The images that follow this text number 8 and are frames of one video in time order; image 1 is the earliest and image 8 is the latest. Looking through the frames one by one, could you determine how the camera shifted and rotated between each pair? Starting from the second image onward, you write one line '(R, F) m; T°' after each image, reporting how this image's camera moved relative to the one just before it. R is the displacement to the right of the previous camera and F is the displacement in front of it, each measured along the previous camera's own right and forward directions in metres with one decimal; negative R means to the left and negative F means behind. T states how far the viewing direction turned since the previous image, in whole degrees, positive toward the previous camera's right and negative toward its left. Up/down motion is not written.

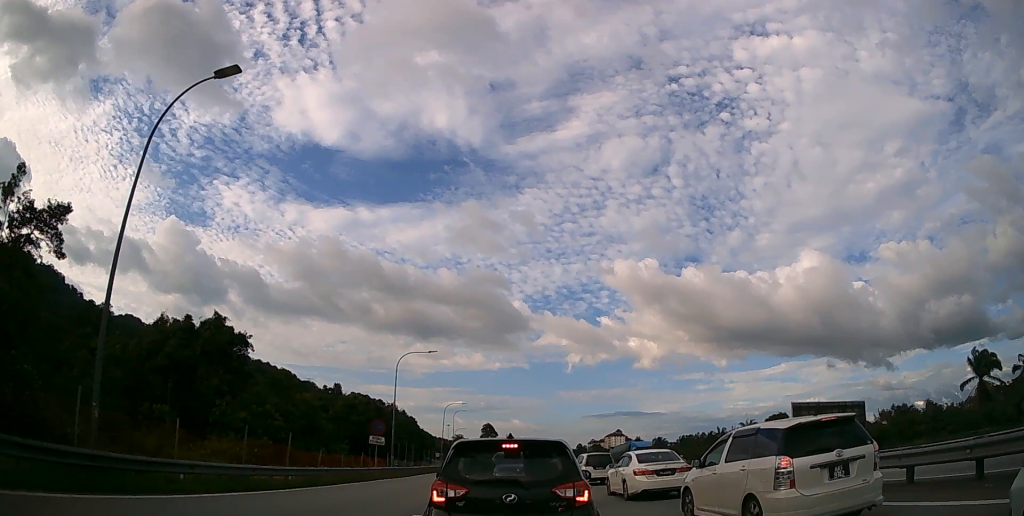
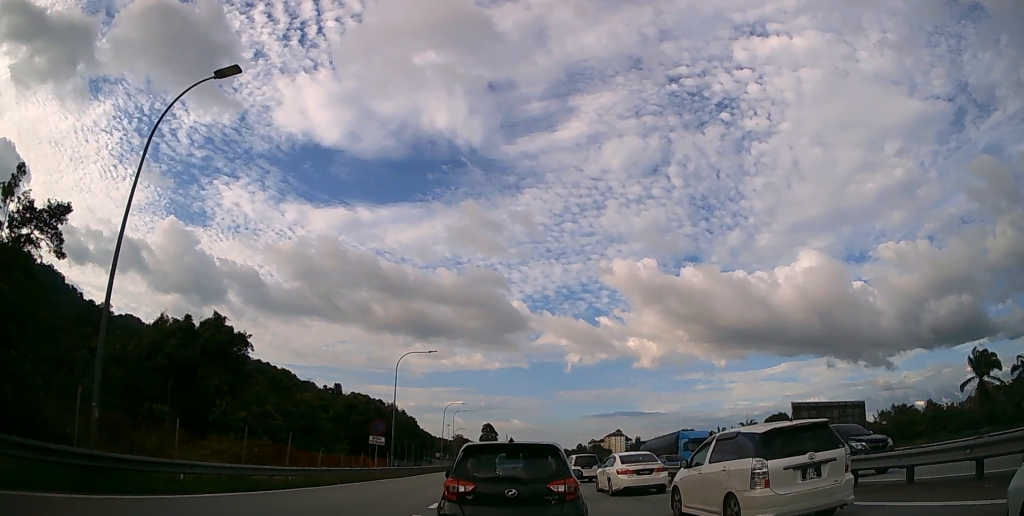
(0.0, 0.0) m; 0°
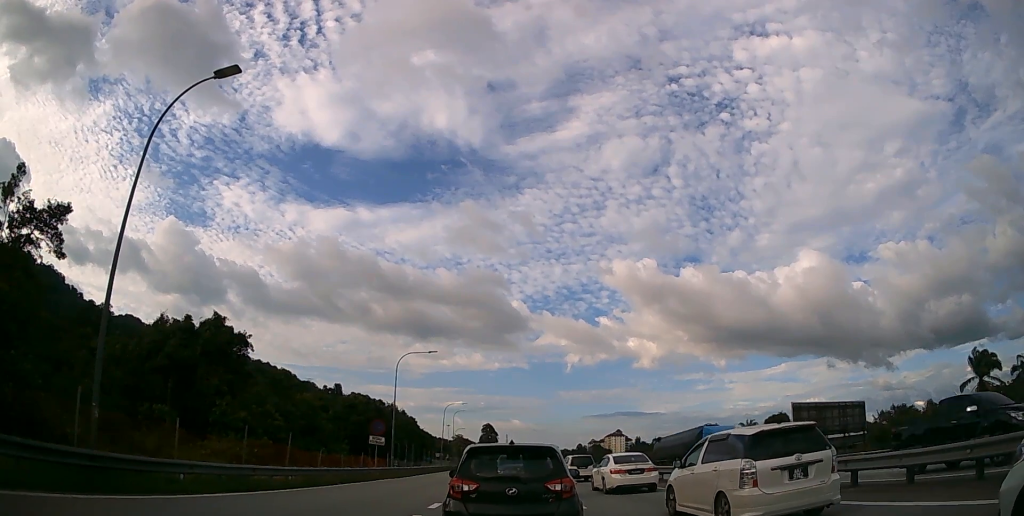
(0.0, 0.0) m; 0°
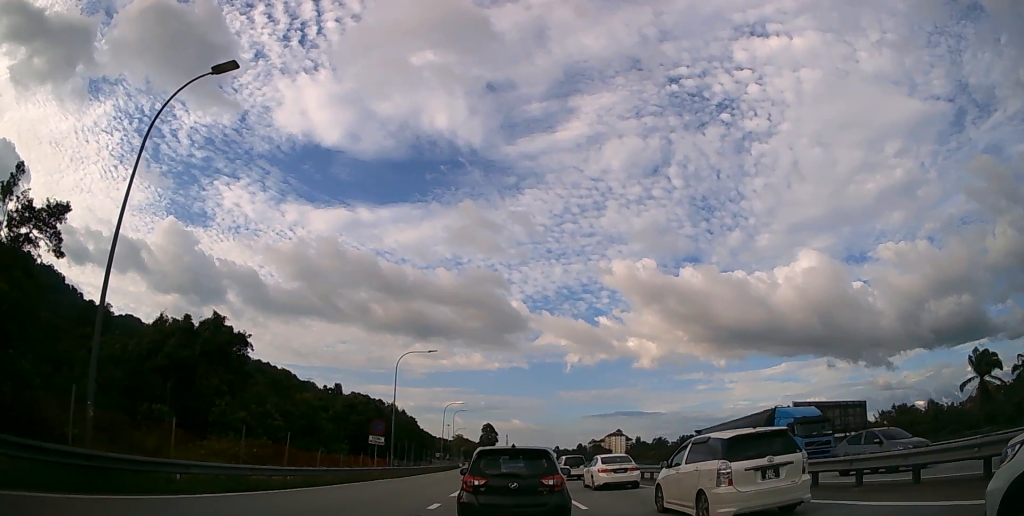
(0.0, 0.0) m; 0°
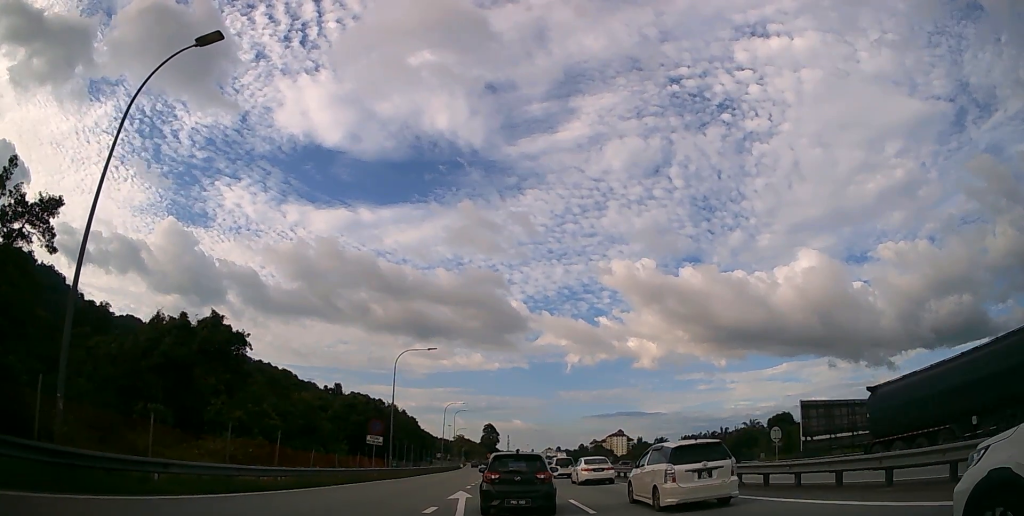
(0.0, +0.4) m; 0°
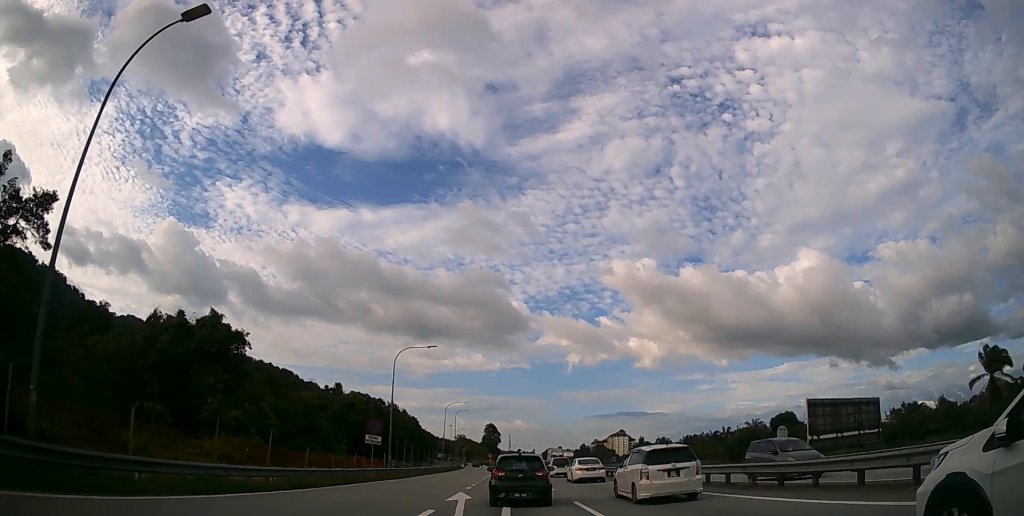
(0.0, +0.5) m; 0°
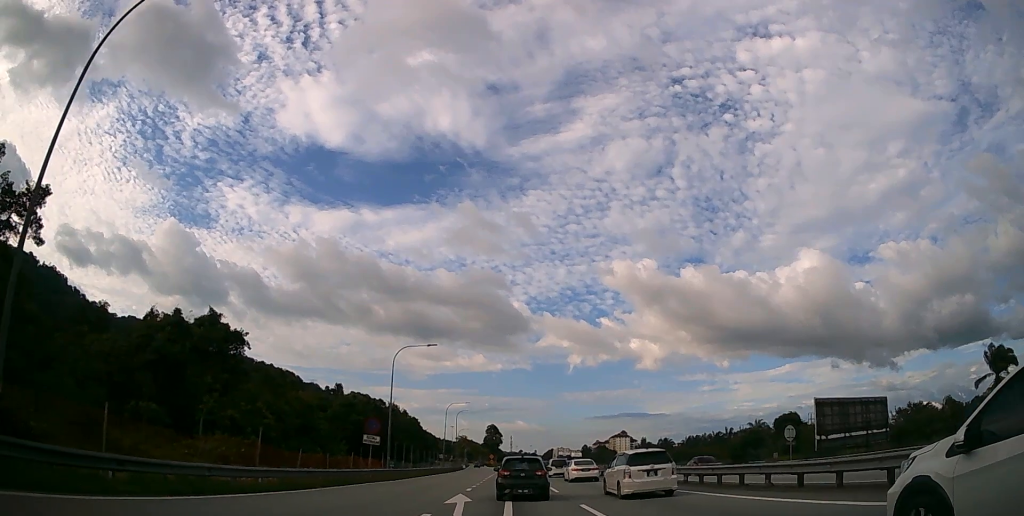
(0.0, +0.7) m; 0°
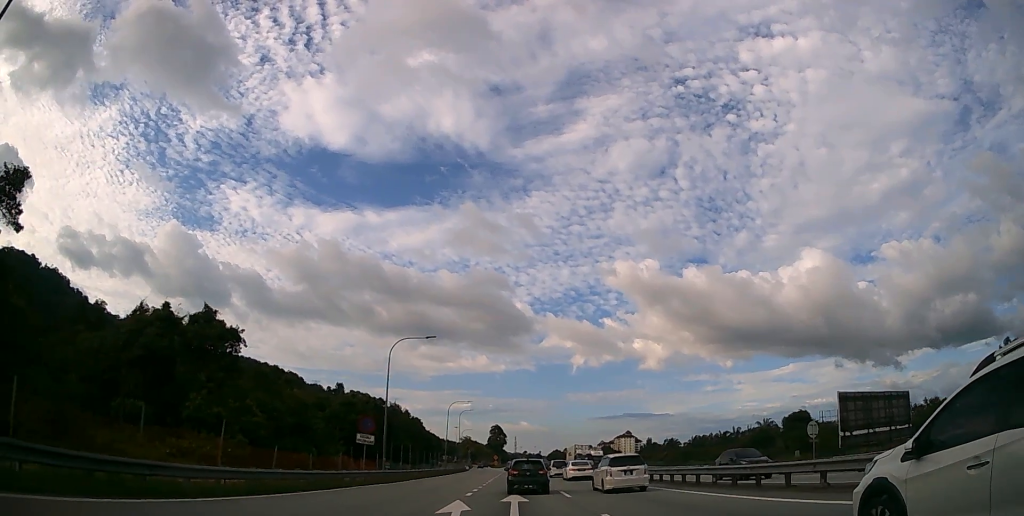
(0.0, +1.8) m; 0°
